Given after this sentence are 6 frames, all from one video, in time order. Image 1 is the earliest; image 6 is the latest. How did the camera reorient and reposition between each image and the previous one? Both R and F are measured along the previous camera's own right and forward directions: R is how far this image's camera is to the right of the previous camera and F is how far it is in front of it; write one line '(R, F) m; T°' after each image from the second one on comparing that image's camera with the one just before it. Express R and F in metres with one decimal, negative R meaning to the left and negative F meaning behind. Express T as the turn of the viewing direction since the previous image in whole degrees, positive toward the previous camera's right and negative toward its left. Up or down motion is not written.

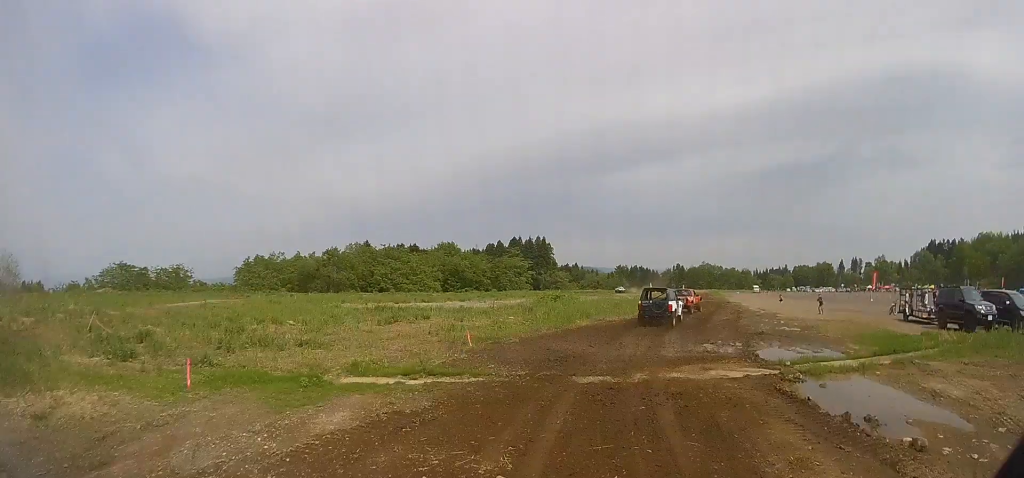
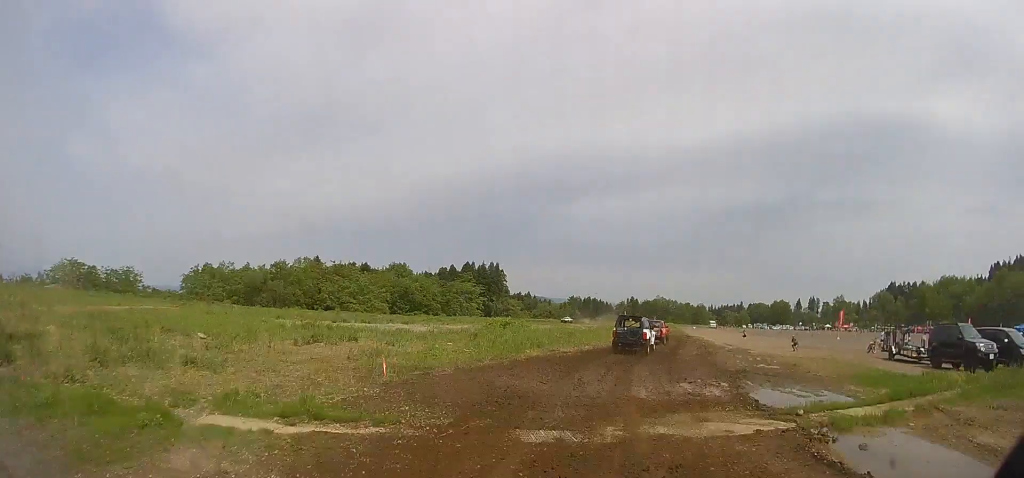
(-0.2, +3.8) m; +5°
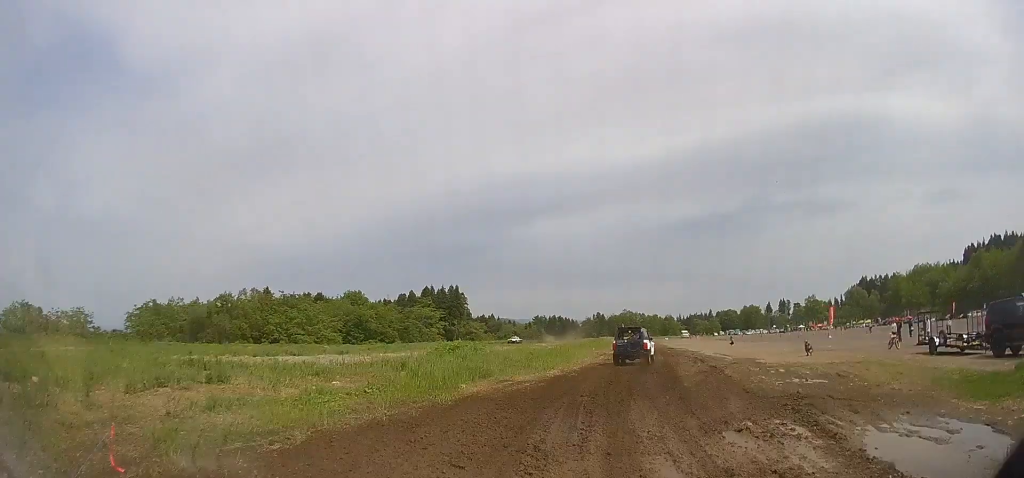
(+0.4, +5.5) m; +7°
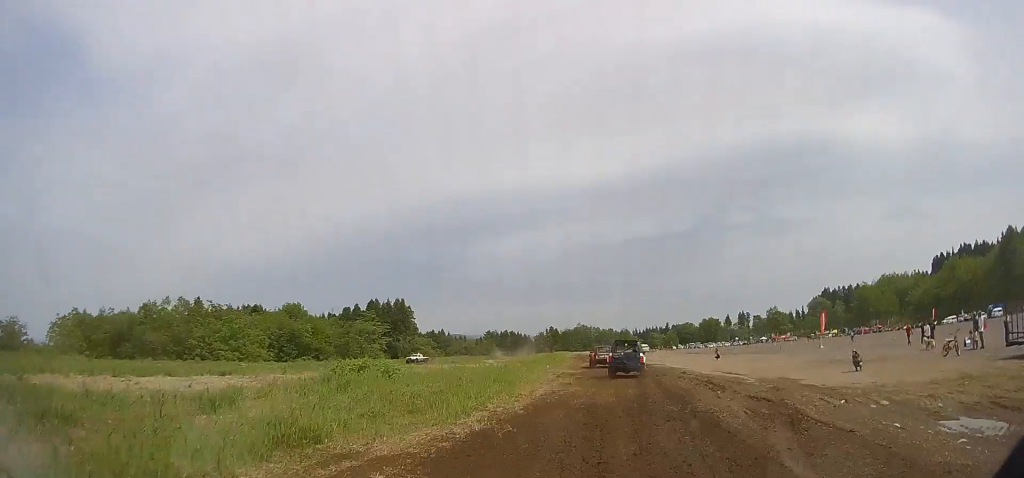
(+1.2, +9.4) m; +7°
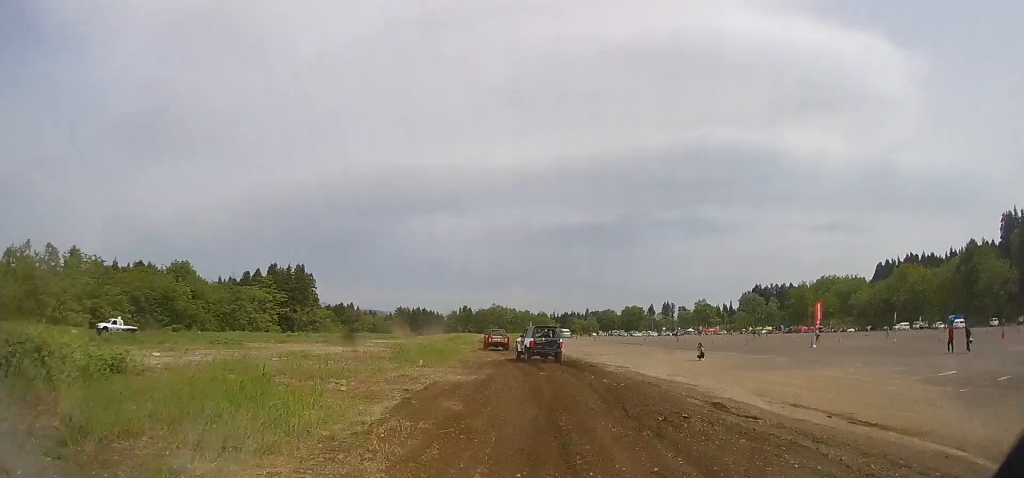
(0.0, +16.0) m; 0°
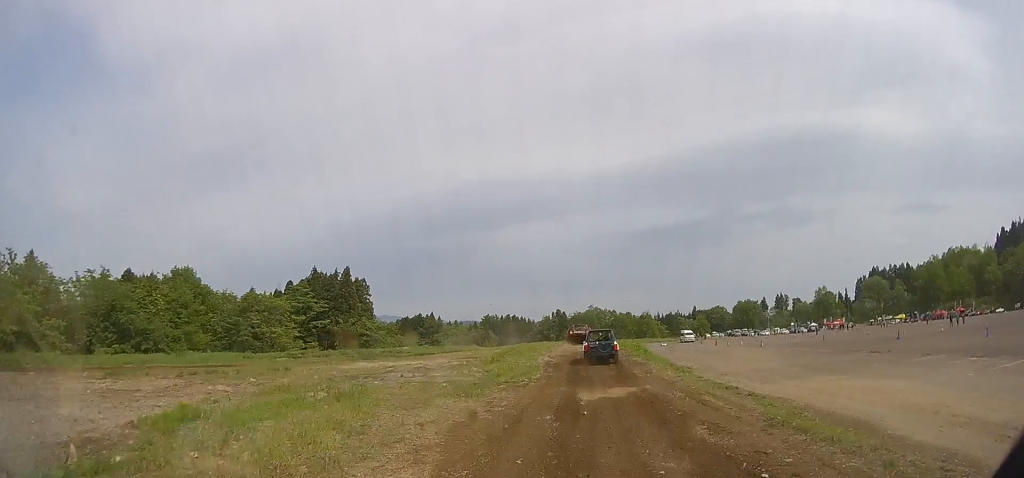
(0.0, +33.0) m; 0°
